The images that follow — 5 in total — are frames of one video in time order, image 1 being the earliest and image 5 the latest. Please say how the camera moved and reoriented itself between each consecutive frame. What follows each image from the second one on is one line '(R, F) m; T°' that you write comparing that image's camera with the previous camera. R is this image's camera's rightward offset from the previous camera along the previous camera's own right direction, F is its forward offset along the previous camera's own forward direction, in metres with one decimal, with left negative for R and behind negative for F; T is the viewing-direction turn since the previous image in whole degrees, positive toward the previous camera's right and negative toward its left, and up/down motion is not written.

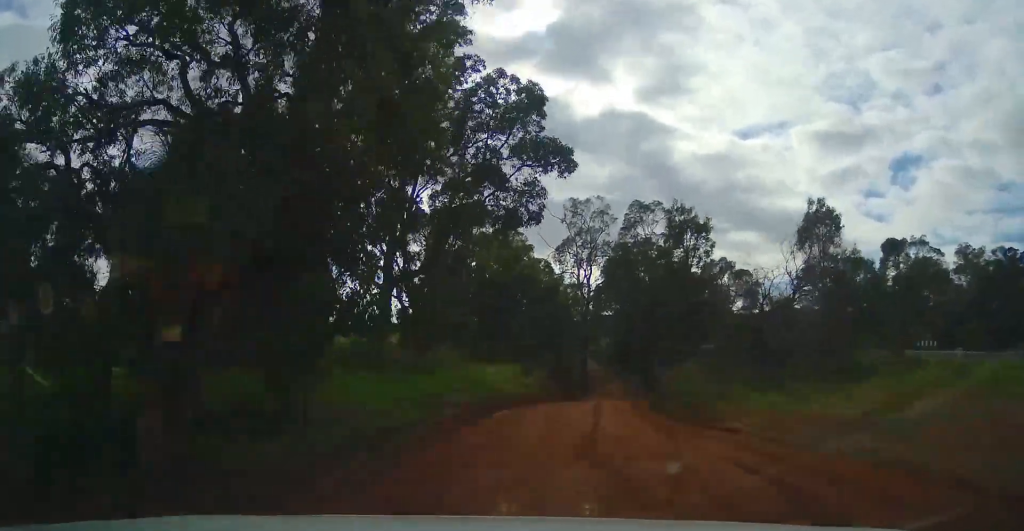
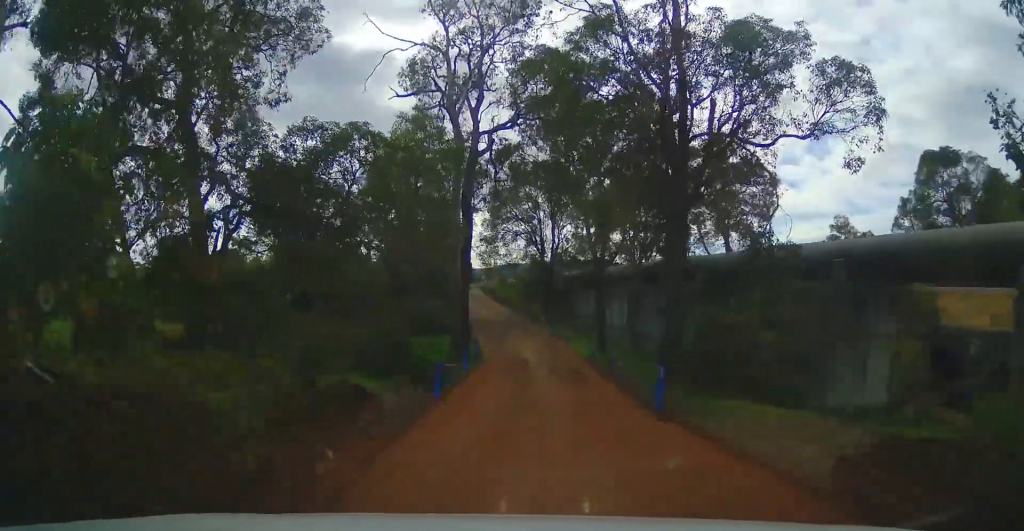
(+4.8, +31.7) m; +13°
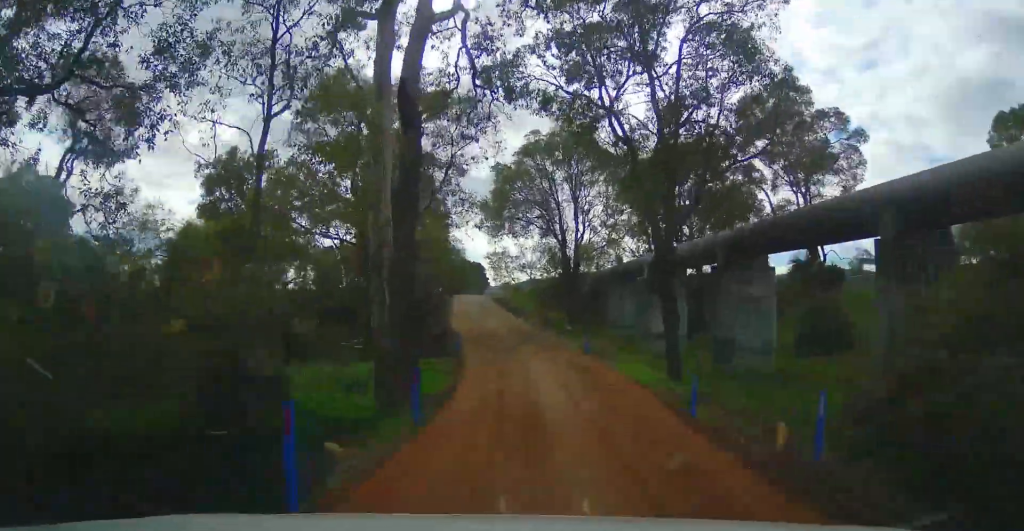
(-0.3, +11.8) m; -4°
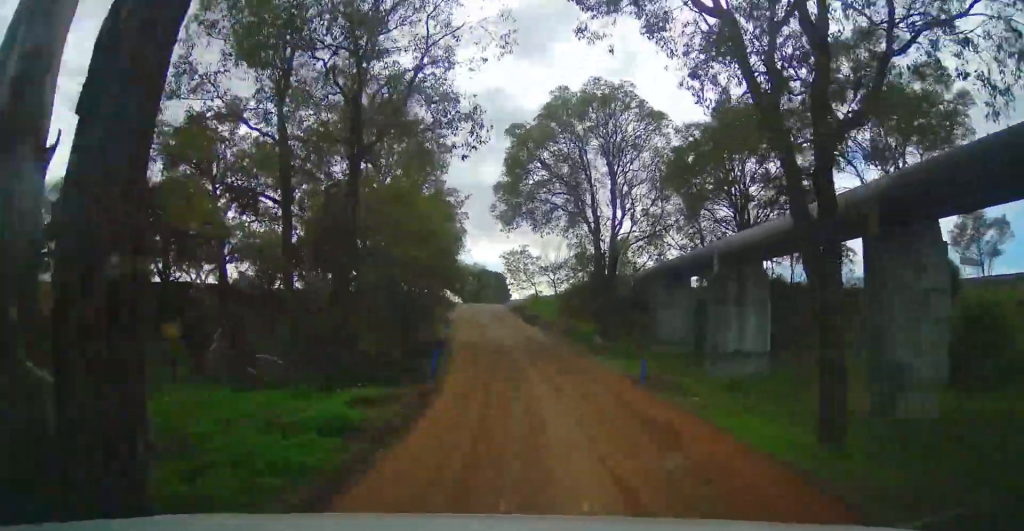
(-0.3, +8.8) m; -2°
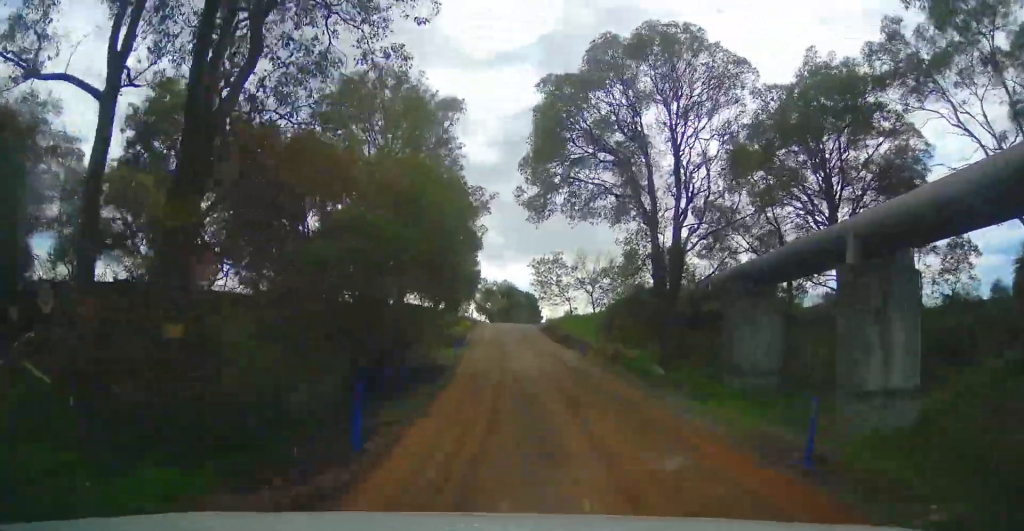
(-0.1, +7.2) m; +2°
